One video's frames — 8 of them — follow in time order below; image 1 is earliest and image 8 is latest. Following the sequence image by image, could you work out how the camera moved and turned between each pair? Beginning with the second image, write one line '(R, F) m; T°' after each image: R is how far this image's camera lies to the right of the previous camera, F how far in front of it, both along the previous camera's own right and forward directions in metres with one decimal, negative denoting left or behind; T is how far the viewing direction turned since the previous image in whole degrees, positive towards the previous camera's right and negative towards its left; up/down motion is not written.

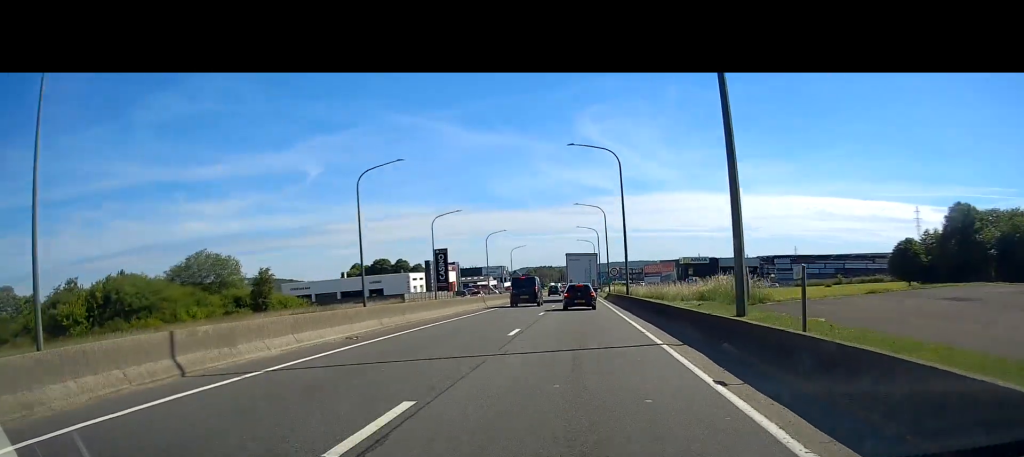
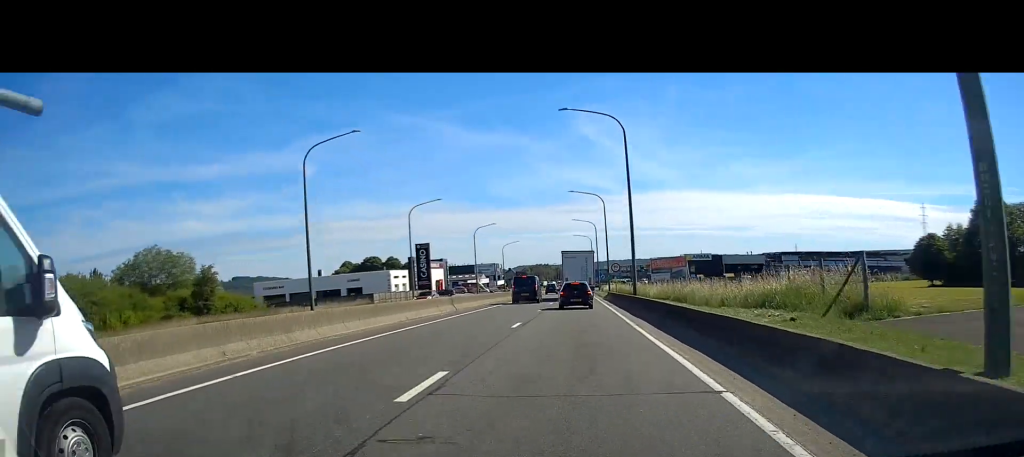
(+0.1, +10.0) m; 0°
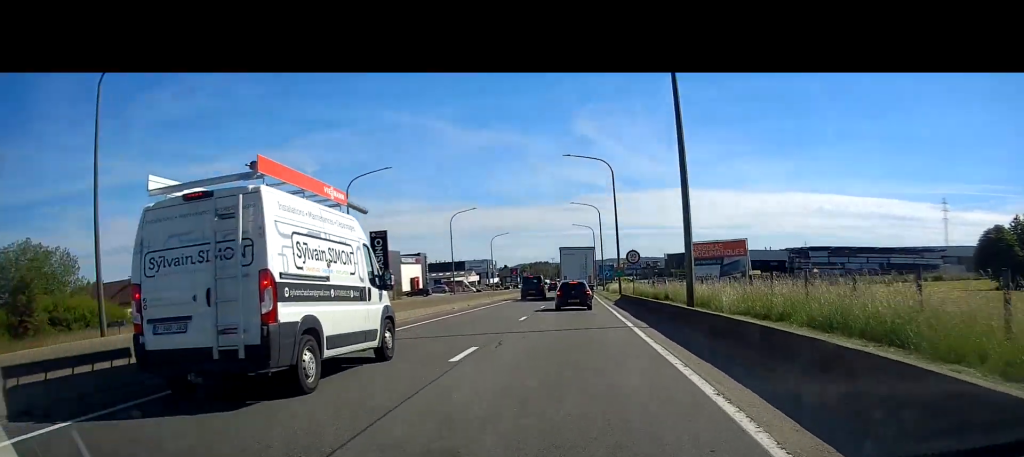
(+0.1, +20.9) m; 0°
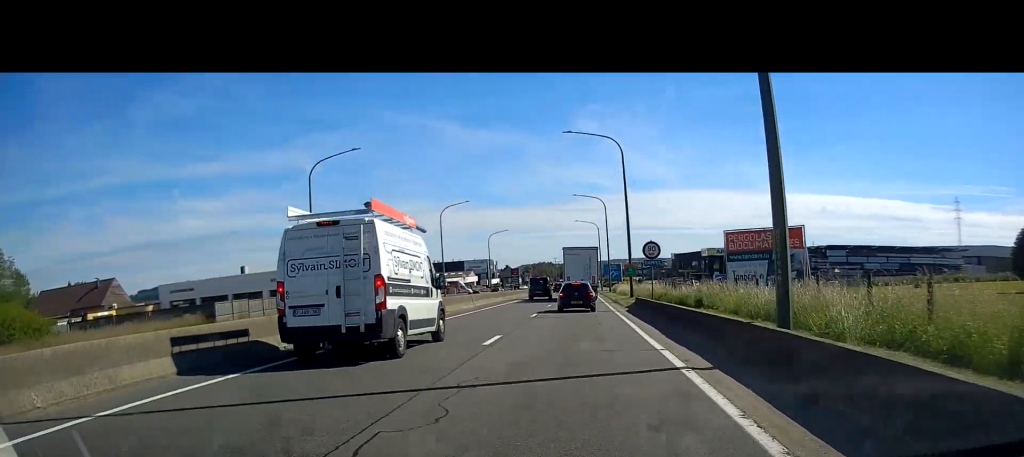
(0.0, +9.1) m; 0°
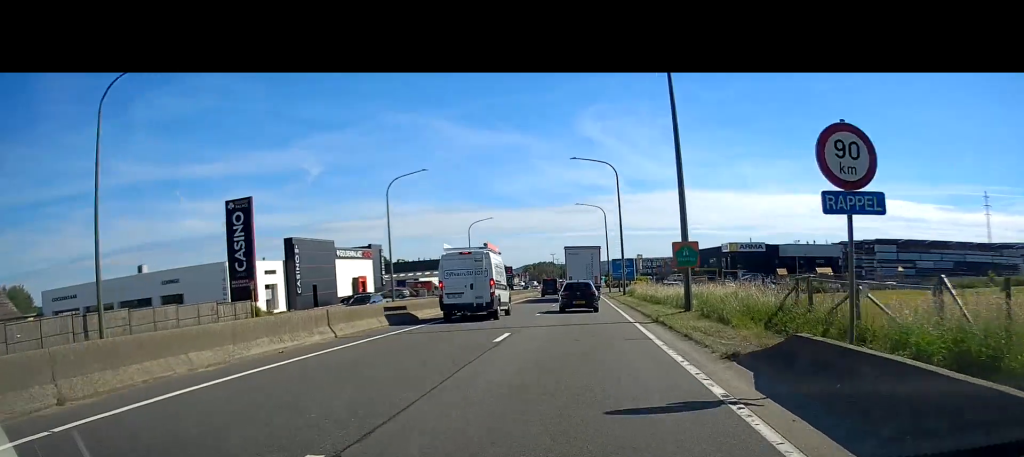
(0.0, +24.7) m; 0°
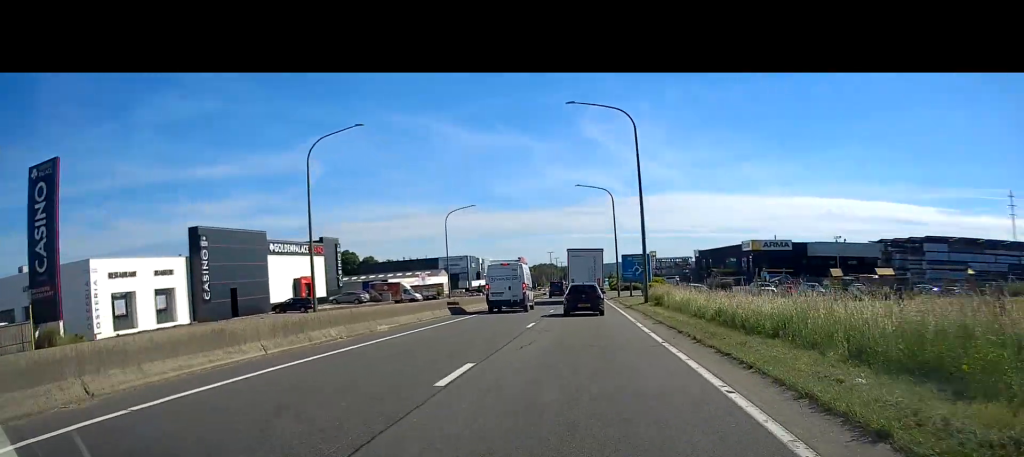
(-0.1, +18.9) m; 0°
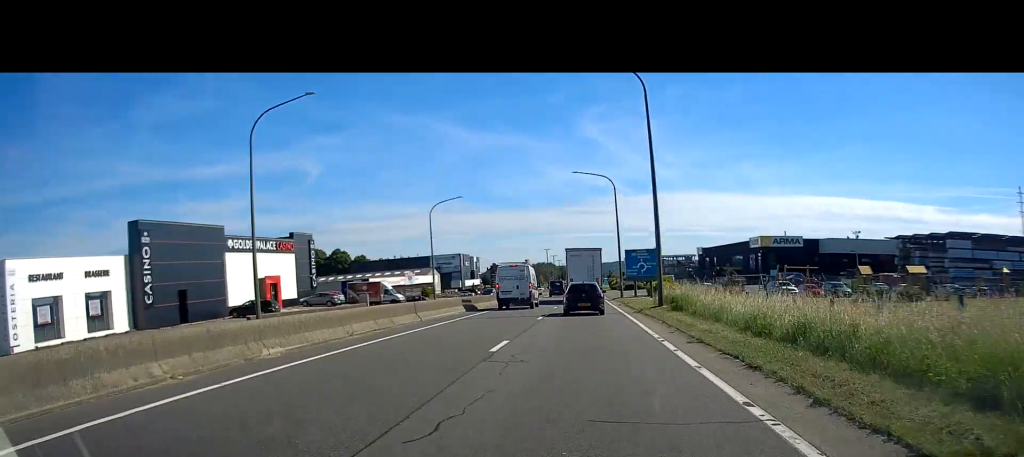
(0.0, +7.9) m; 0°
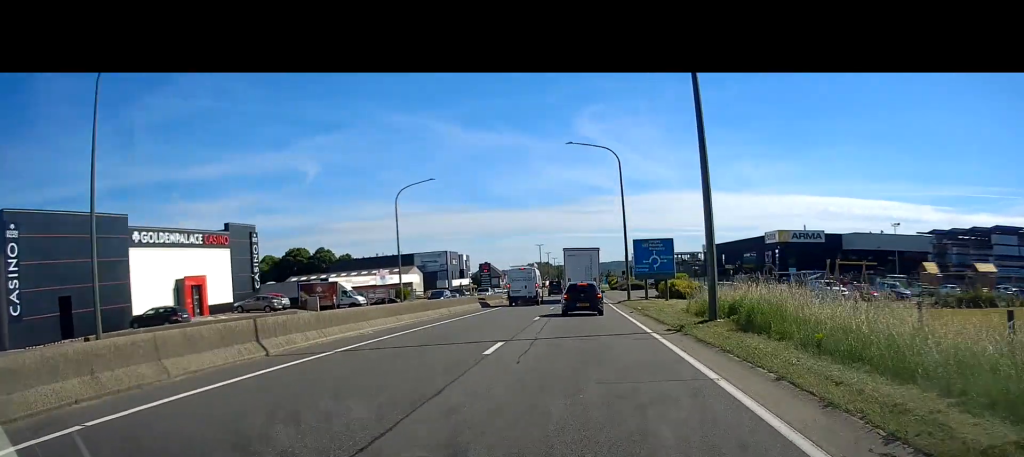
(0.0, +13.2) m; -1°
